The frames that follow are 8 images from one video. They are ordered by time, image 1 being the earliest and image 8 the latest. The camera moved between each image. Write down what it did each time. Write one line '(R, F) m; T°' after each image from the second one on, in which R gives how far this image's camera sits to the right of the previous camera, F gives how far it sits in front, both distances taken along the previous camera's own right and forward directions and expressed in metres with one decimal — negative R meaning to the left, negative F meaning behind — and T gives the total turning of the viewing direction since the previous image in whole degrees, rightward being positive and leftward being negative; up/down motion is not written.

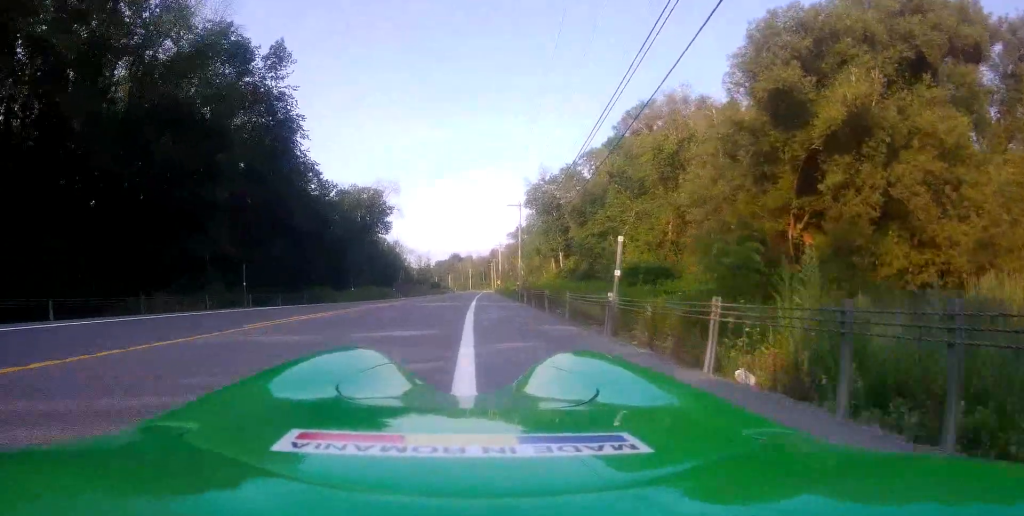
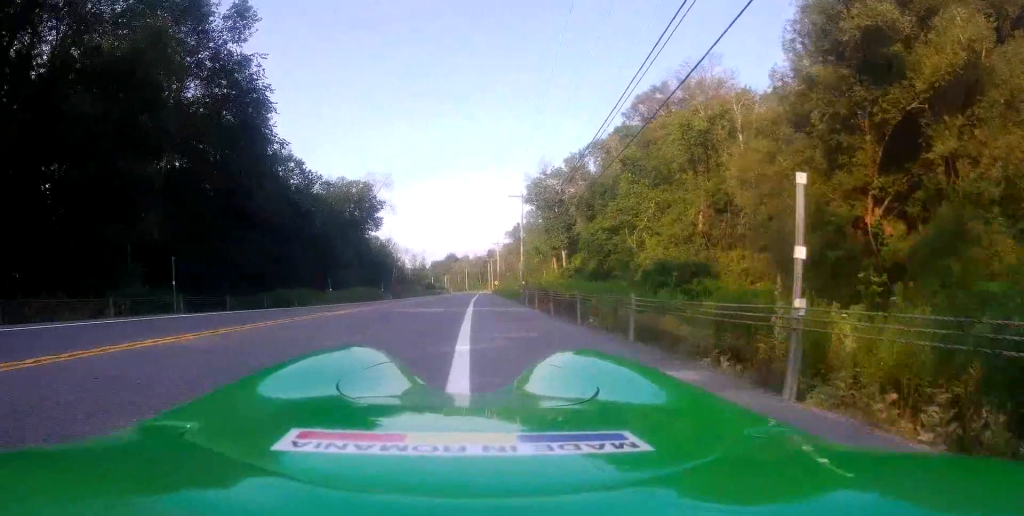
(+0.2, +6.7) m; +2°
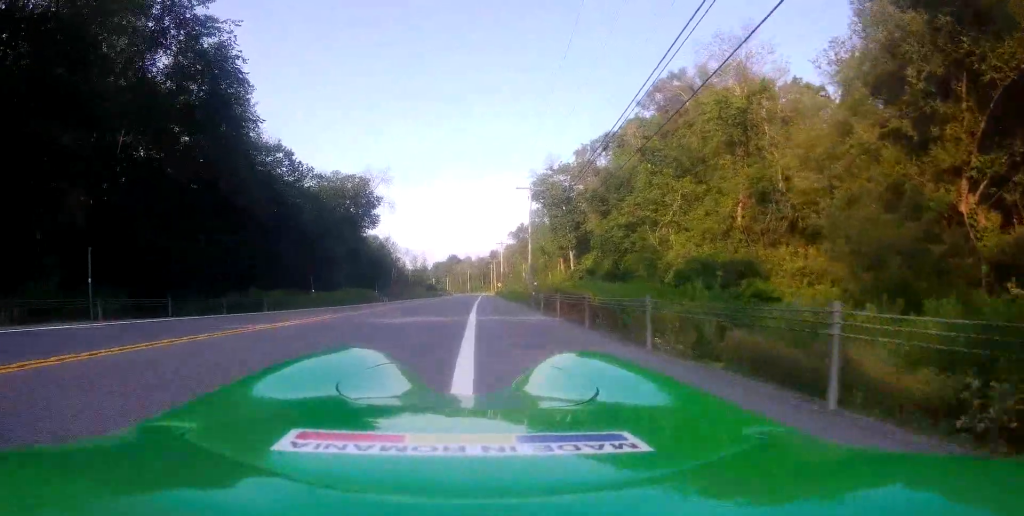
(+0.2, +5.5) m; +2°
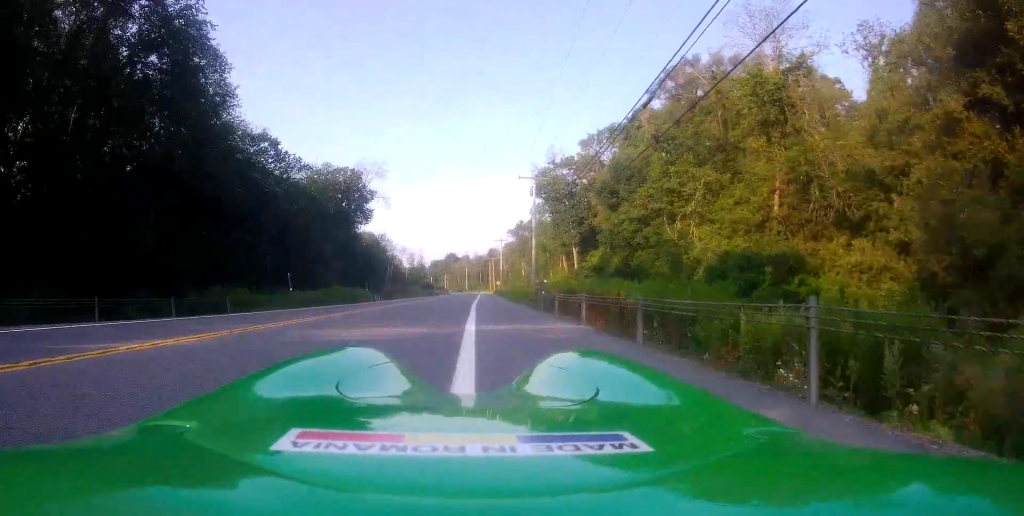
(0.0, +4.3) m; -1°
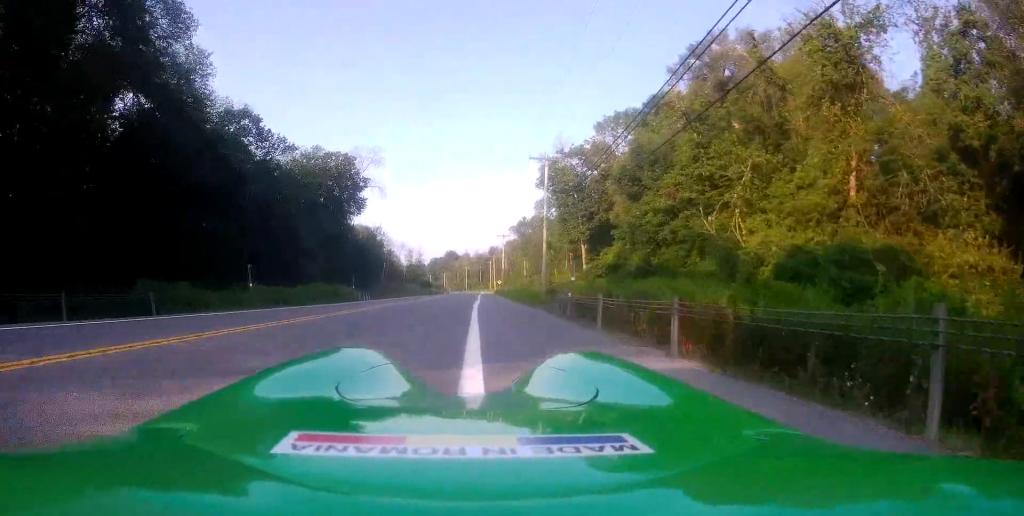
(0.0, +6.2) m; -1°
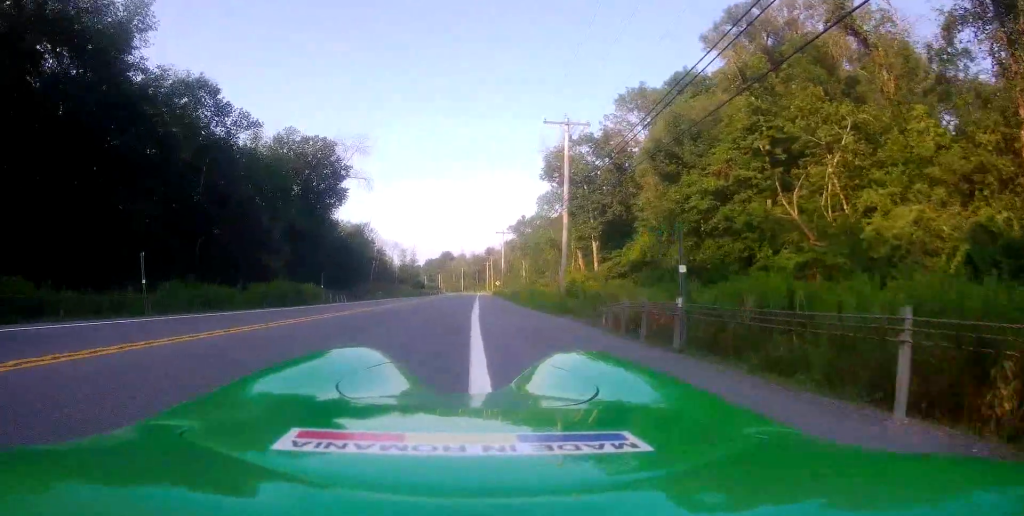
(-0.2, +9.2) m; -1°
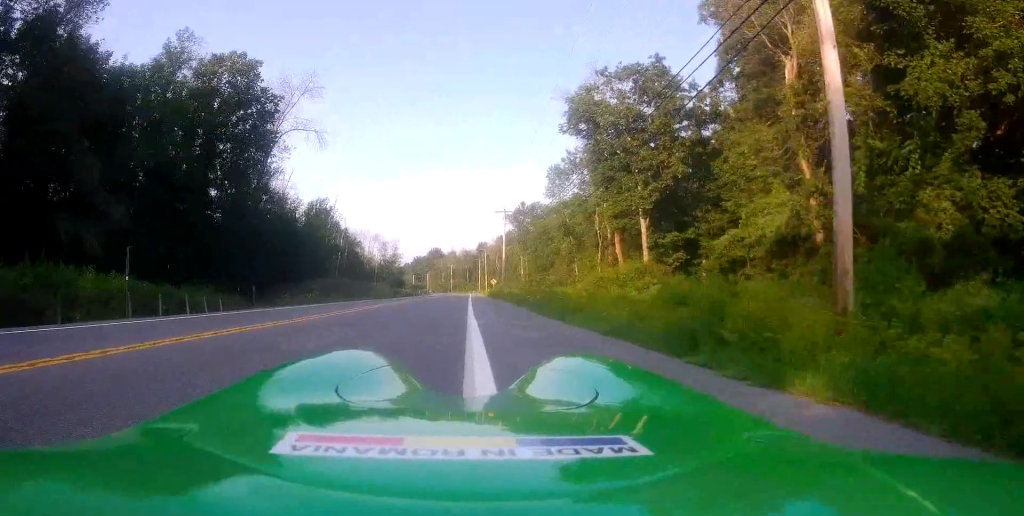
(+0.4, +22.8) m; +3°
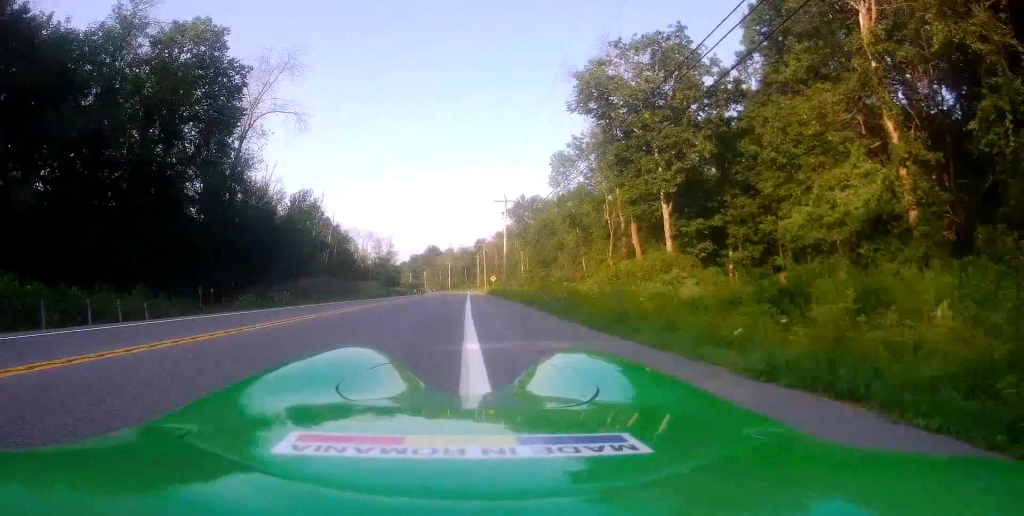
(+0.1, +6.2) m; 0°
